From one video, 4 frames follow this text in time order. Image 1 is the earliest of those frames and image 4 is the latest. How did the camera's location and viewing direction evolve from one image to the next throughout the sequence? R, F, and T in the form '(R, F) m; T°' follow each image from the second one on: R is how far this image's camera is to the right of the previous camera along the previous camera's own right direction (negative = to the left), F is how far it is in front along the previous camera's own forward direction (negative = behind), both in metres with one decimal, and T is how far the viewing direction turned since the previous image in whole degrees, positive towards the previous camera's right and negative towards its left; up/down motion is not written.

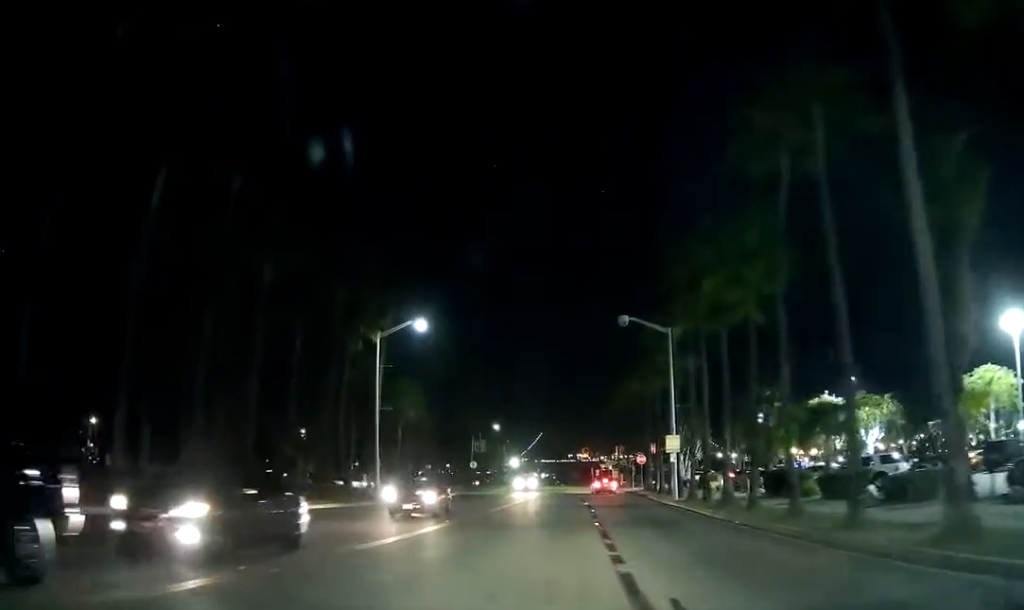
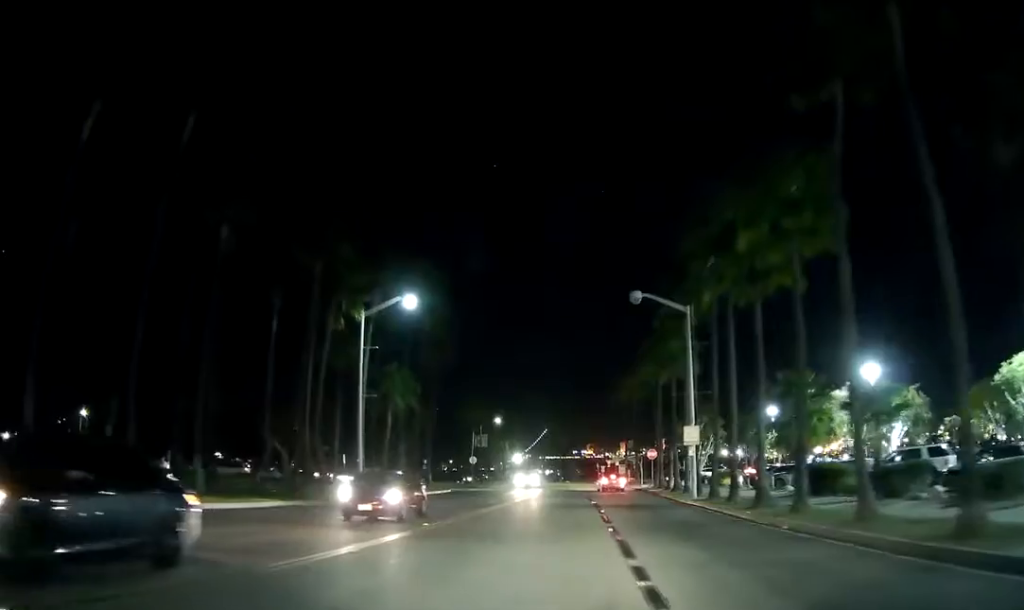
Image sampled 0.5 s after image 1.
(0.0, +4.5) m; 0°
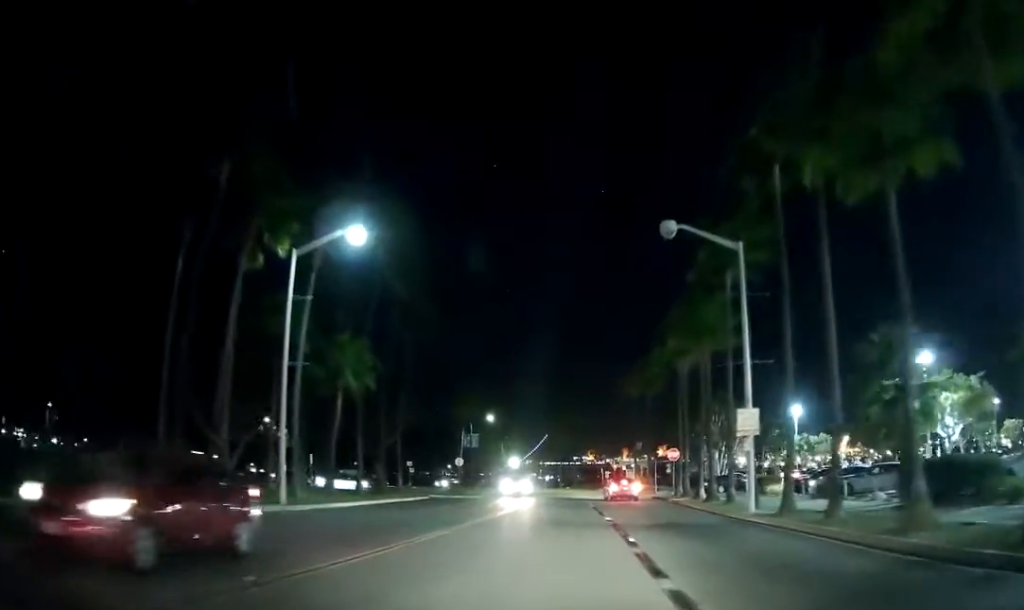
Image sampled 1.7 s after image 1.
(0.0, +11.2) m; 0°
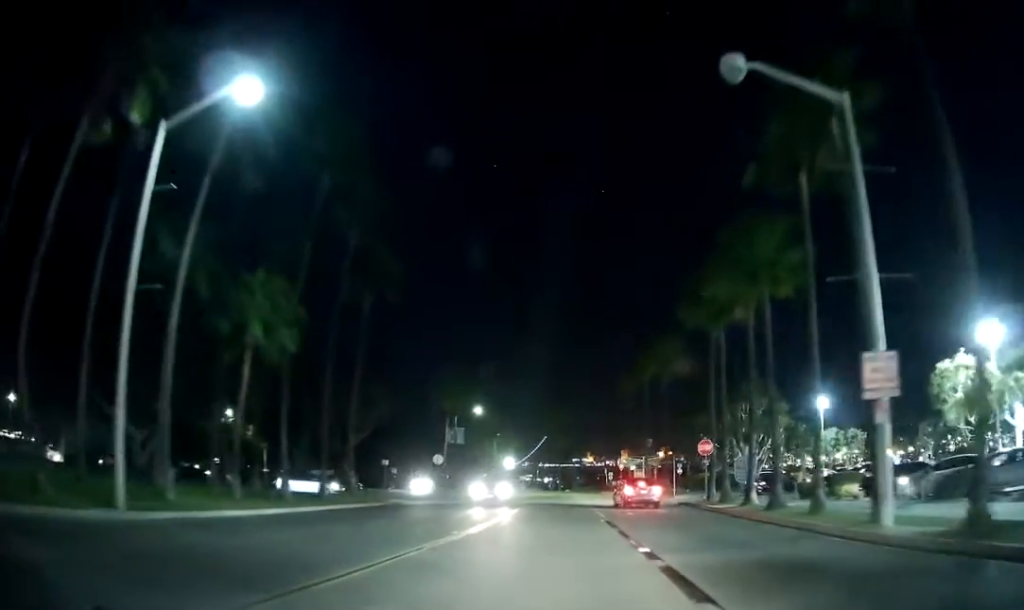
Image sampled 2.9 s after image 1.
(0.0, +10.8) m; +2°
